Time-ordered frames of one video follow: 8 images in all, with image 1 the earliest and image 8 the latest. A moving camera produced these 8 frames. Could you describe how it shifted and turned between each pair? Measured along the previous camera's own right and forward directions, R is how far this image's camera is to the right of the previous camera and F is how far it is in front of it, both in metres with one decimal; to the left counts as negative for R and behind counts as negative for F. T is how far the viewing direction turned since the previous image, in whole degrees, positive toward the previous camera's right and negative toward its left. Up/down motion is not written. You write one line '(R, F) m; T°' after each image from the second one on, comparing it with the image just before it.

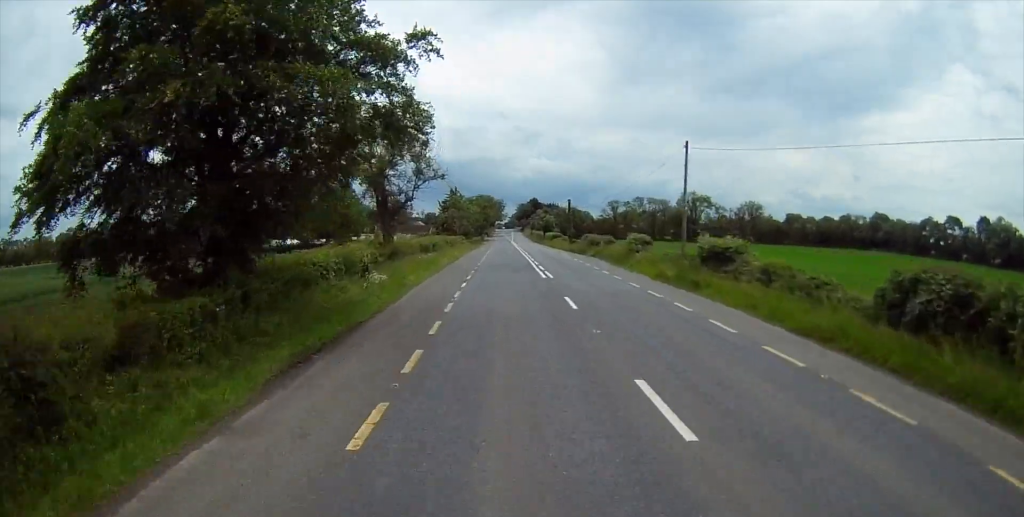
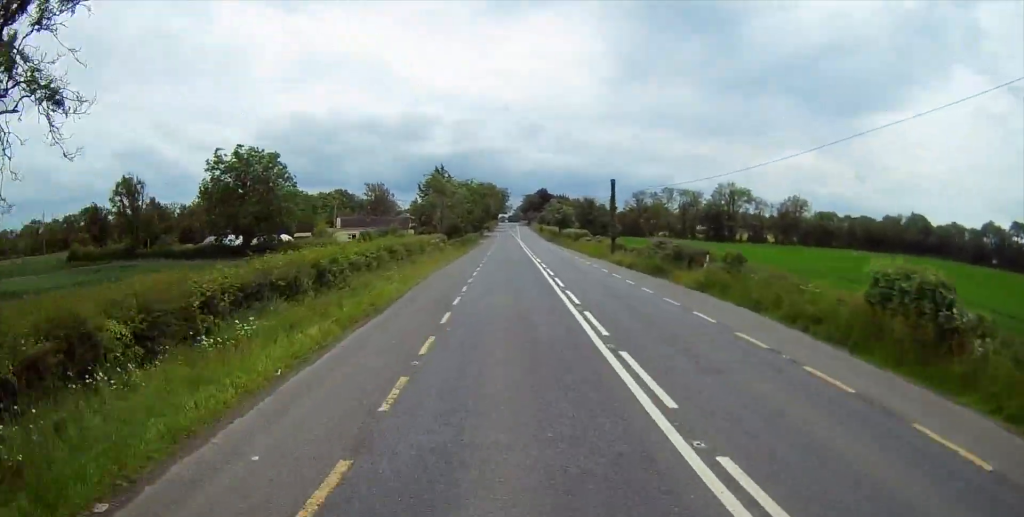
(0.0, +33.9) m; 0°
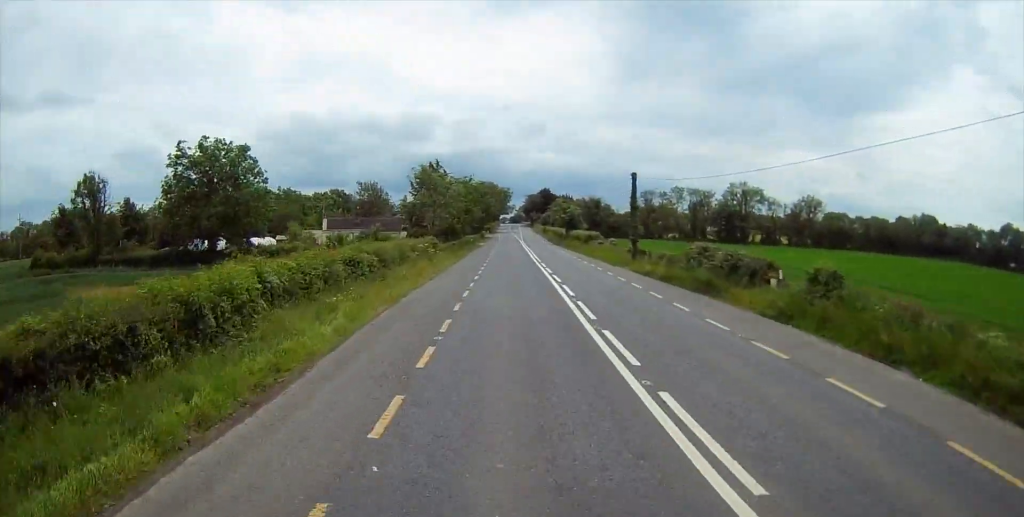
(+0.1, +8.9) m; 0°
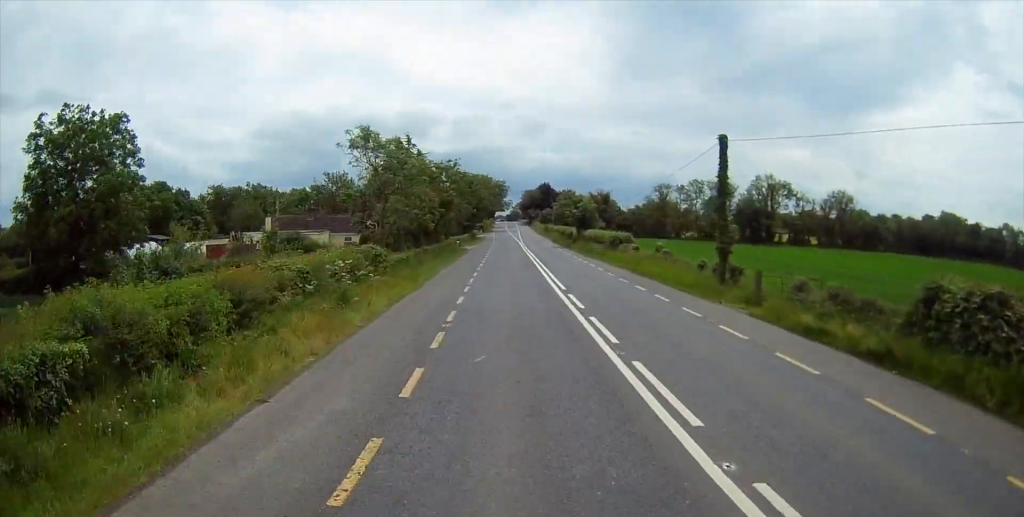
(-0.1, +21.3) m; 0°
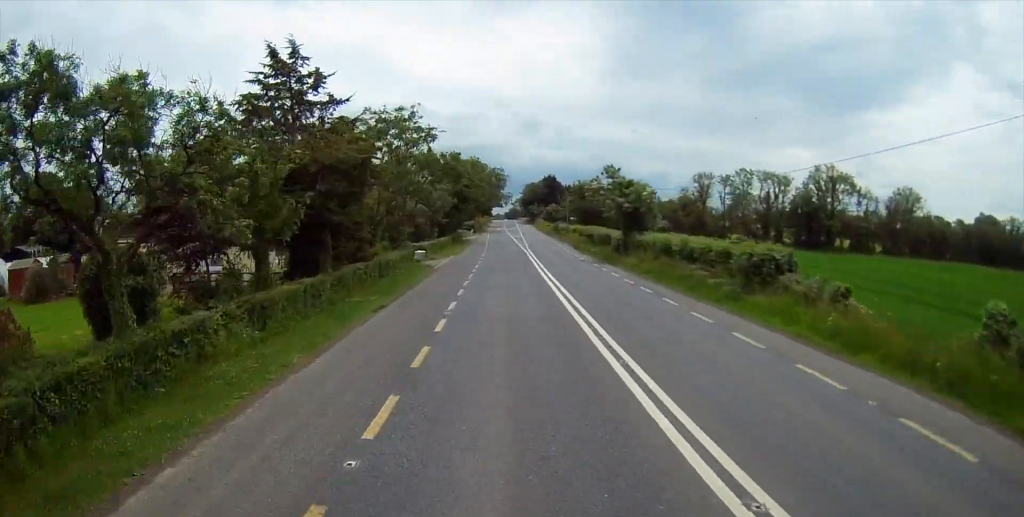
(0.0, +33.1) m; 0°
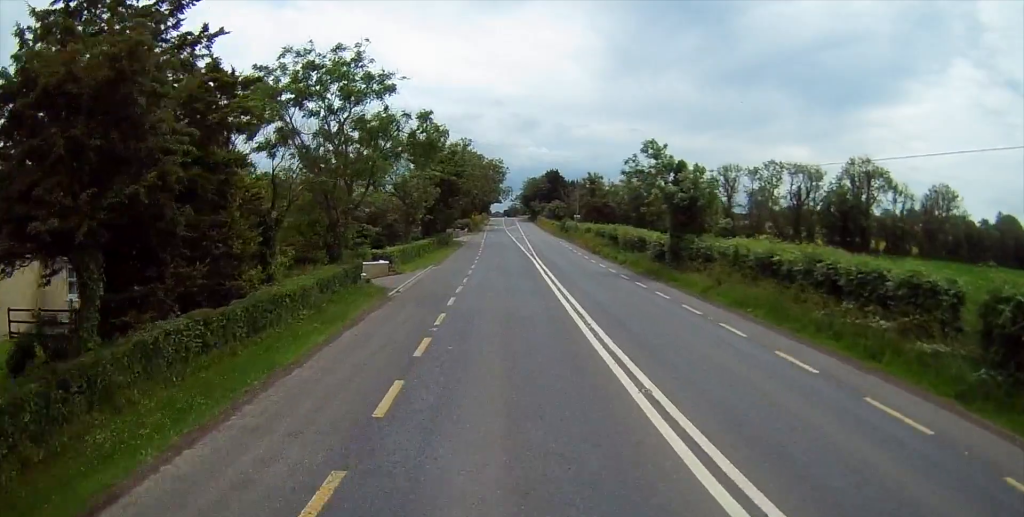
(+0.2, +14.7) m; 0°
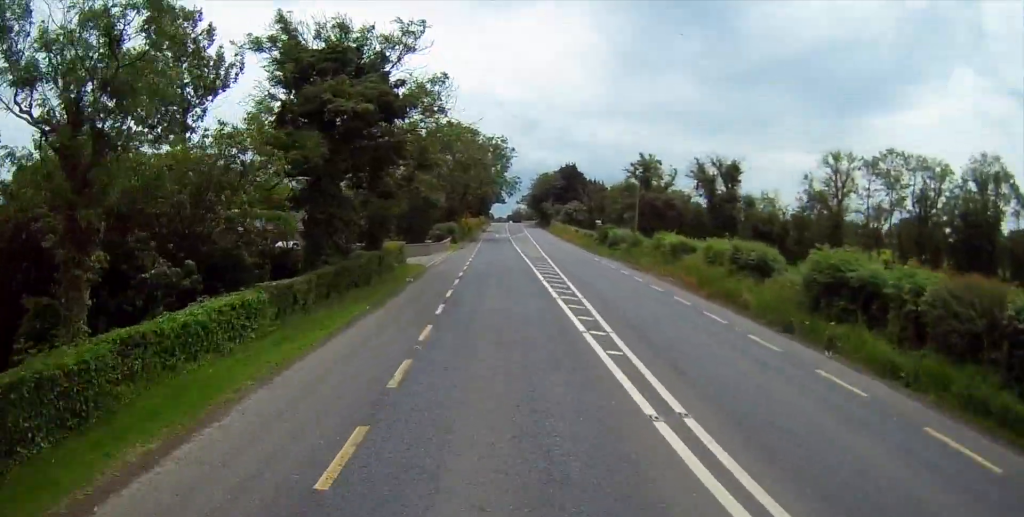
(-0.2, +37.2) m; 0°
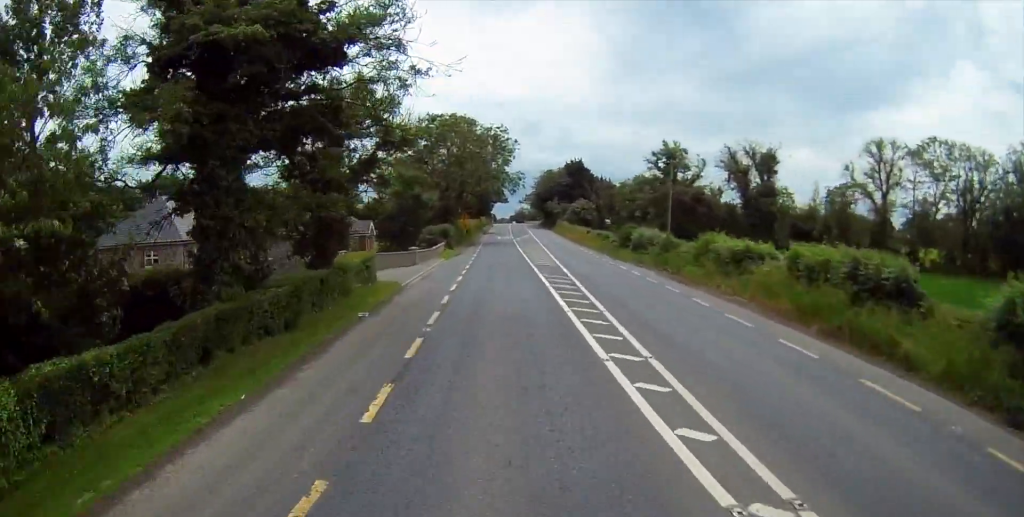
(+0.1, +9.5) m; 0°
